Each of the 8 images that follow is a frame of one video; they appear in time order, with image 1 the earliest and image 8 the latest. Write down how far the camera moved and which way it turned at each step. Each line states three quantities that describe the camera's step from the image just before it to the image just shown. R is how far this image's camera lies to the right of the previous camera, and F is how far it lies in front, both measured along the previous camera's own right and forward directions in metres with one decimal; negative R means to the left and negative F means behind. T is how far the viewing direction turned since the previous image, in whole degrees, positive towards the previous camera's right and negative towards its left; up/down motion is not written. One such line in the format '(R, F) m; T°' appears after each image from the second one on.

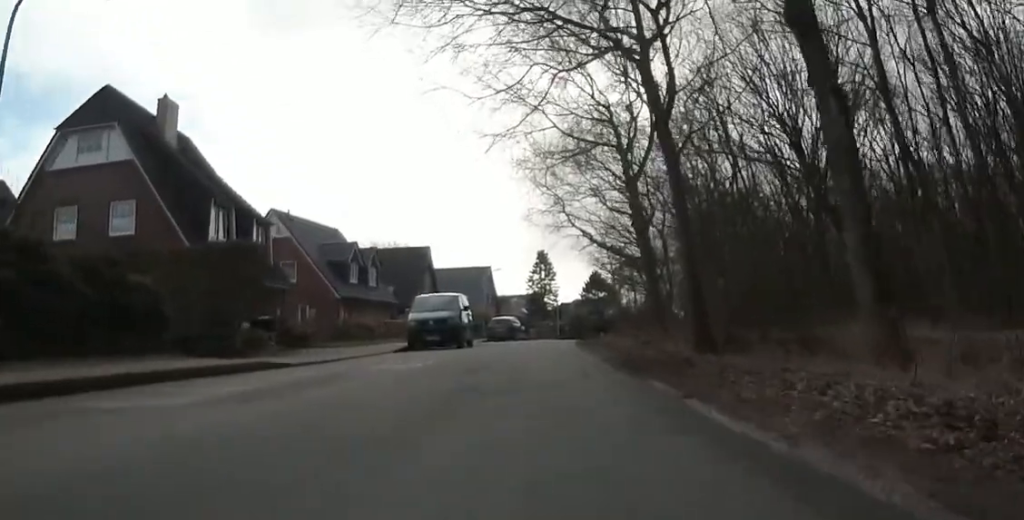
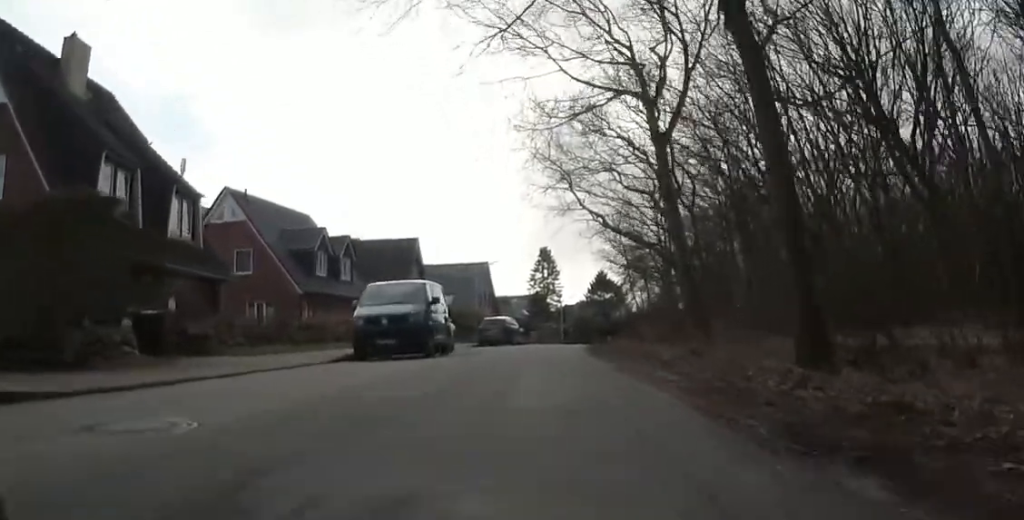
(-0.2, +8.1) m; 0°
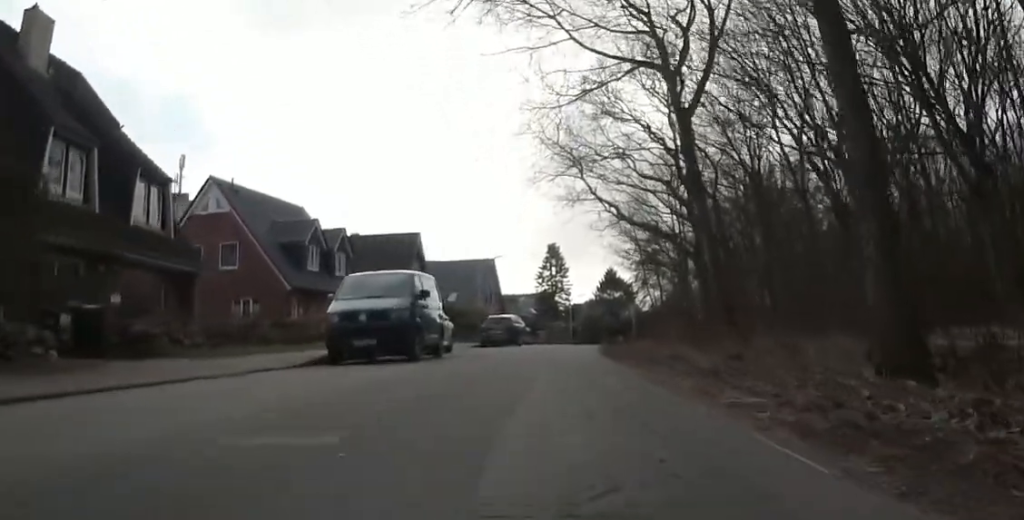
(+0.4, +3.1) m; -1°
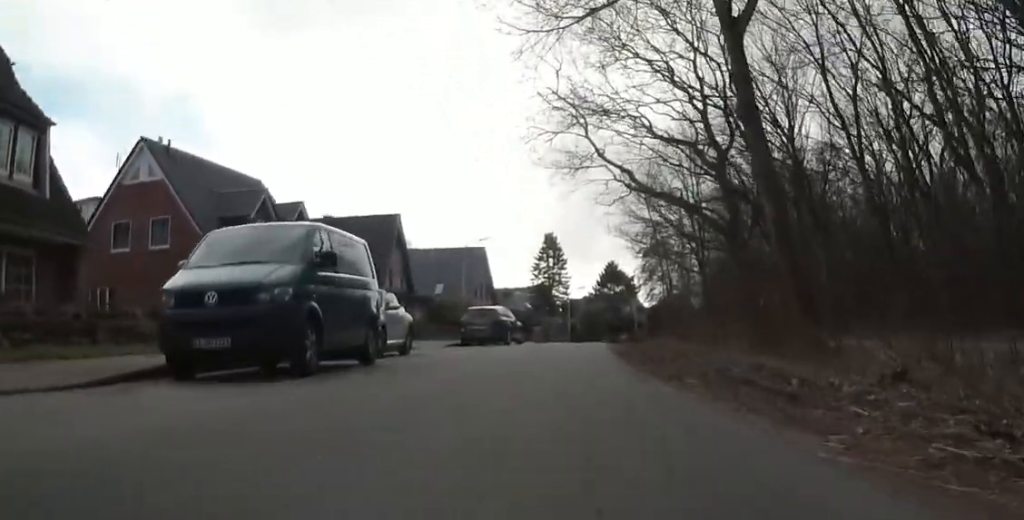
(-1.4, +6.8) m; -10°
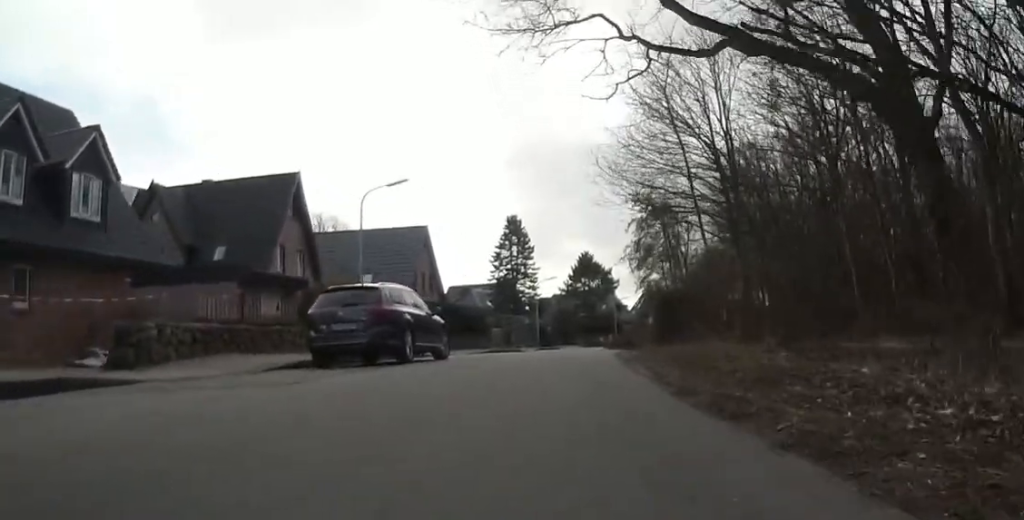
(+3.1, +14.2) m; +18°
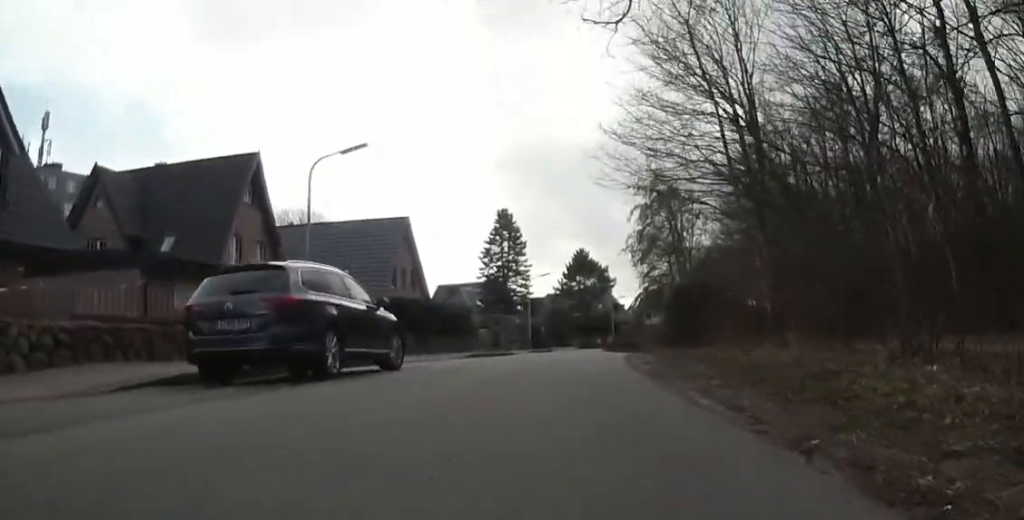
(-0.3, +4.5) m; -5°
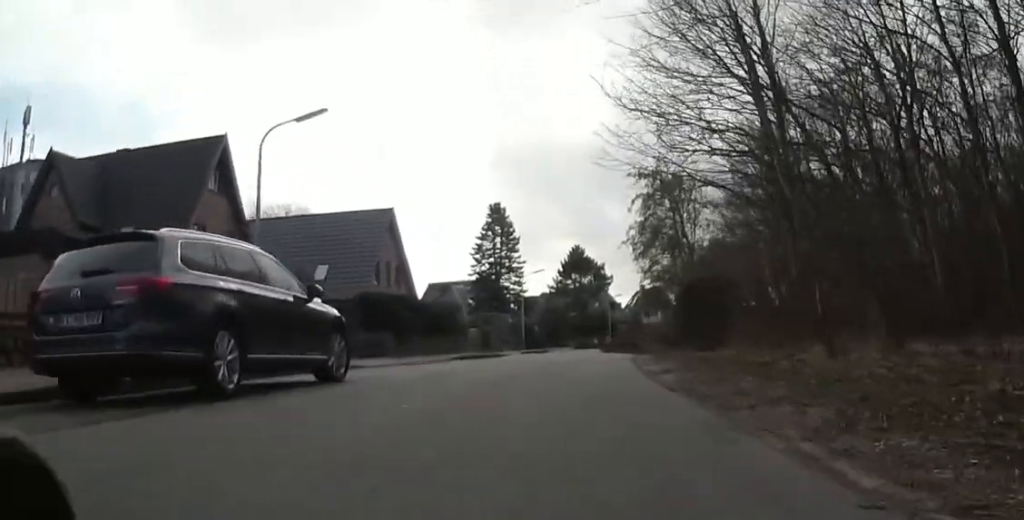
(-0.2, +3.0) m; -4°
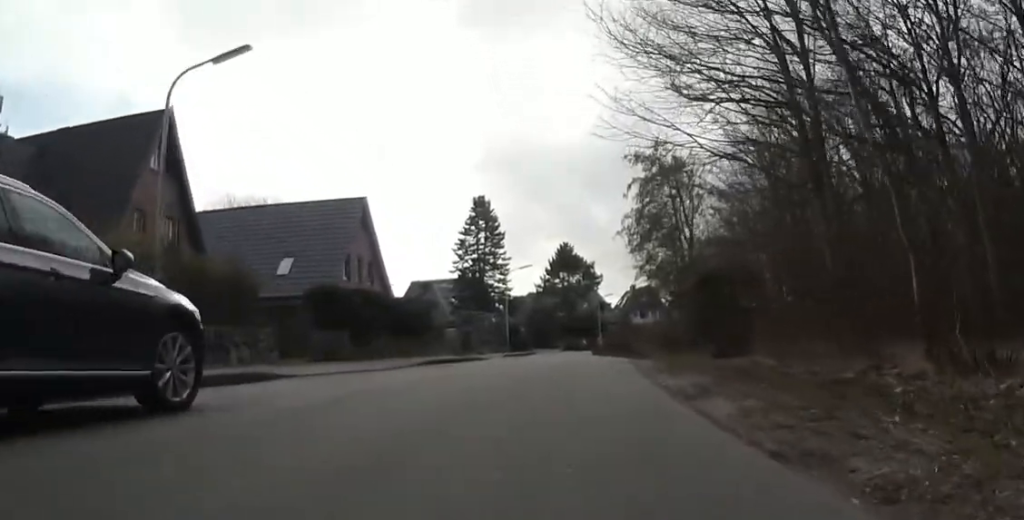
(0.0, +3.7) m; -3°
